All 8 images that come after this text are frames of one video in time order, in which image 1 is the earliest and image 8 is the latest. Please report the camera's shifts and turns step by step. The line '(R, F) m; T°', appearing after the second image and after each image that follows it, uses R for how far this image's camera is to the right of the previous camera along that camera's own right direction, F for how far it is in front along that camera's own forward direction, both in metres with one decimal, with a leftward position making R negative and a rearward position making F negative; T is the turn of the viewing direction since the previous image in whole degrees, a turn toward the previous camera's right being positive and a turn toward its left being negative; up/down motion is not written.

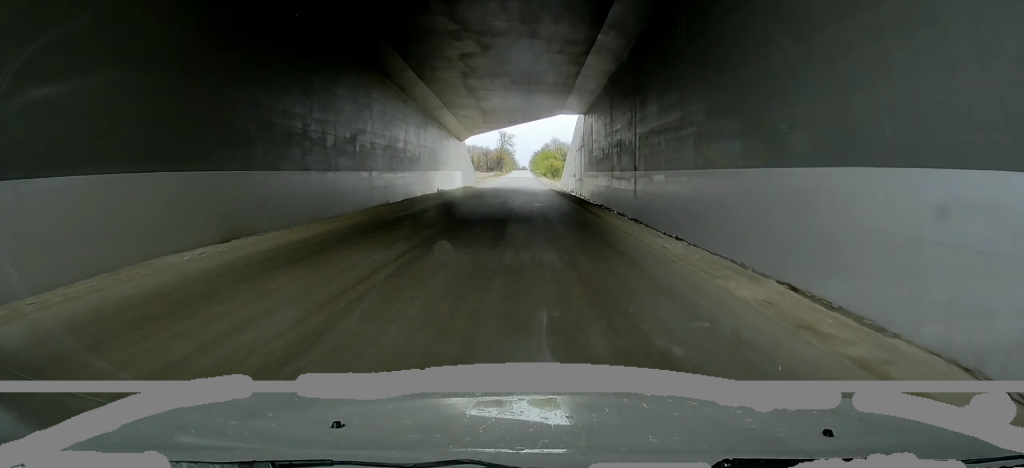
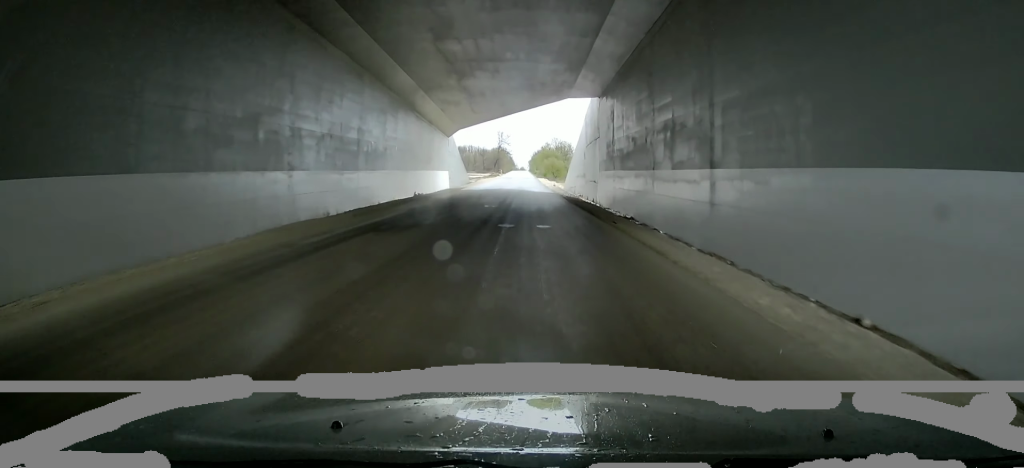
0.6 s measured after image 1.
(0.0, +11.4) m; 0°
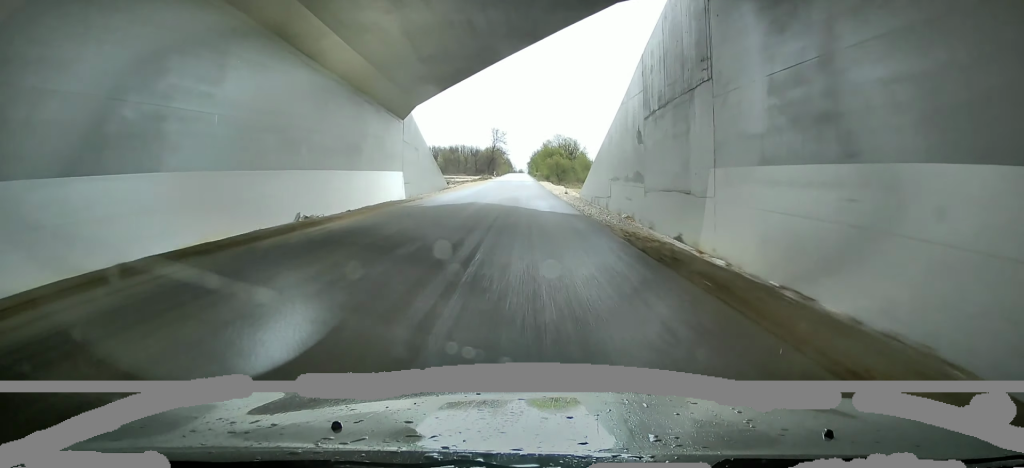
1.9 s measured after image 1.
(0.0, +24.3) m; 0°
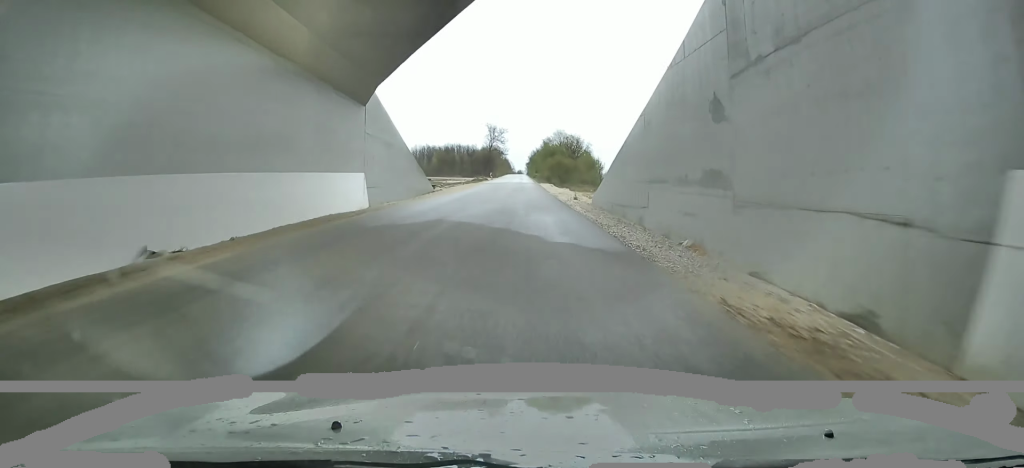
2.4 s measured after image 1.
(-0.1, +10.3) m; 0°
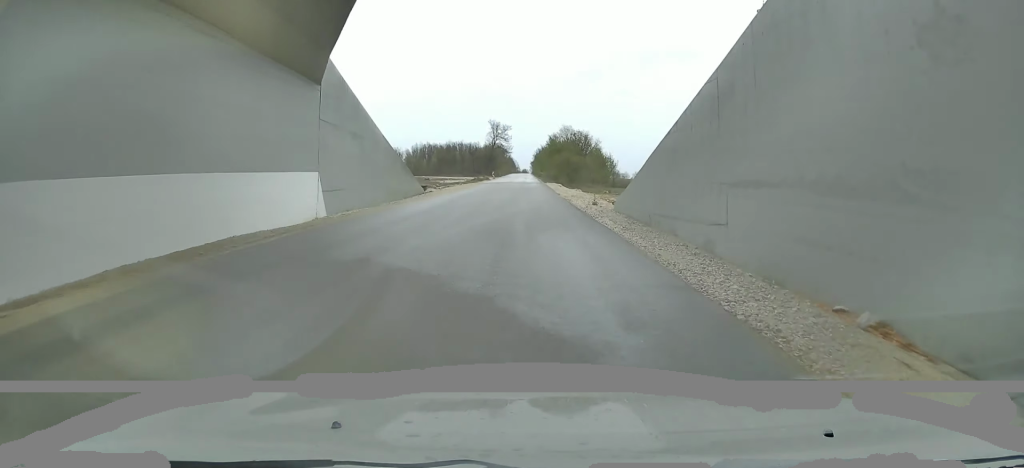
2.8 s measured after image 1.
(+0.1, +8.4) m; 0°
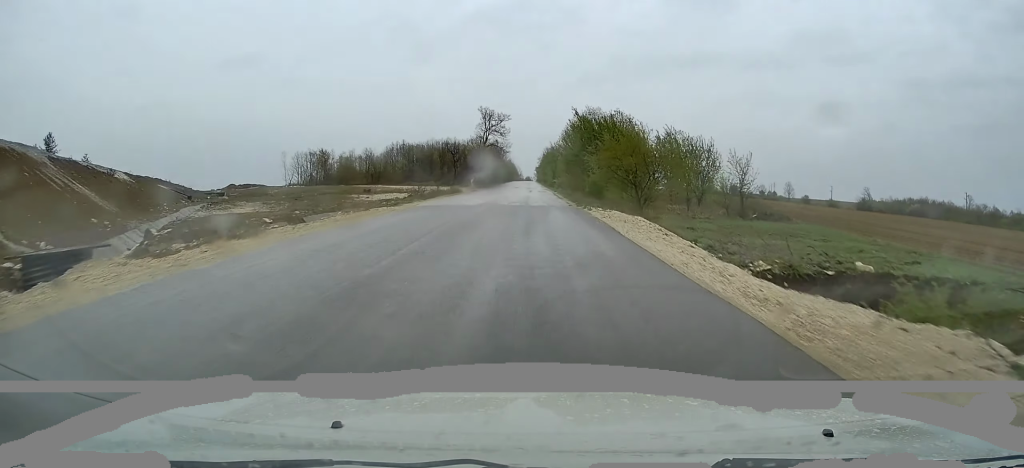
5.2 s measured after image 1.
(-0.7, +47.1) m; -3°
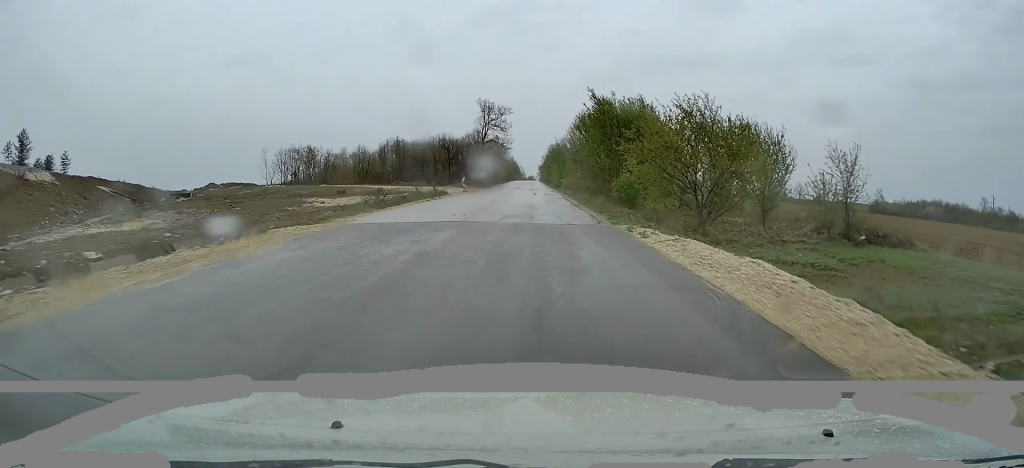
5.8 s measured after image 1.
(-0.3, +11.1) m; 0°
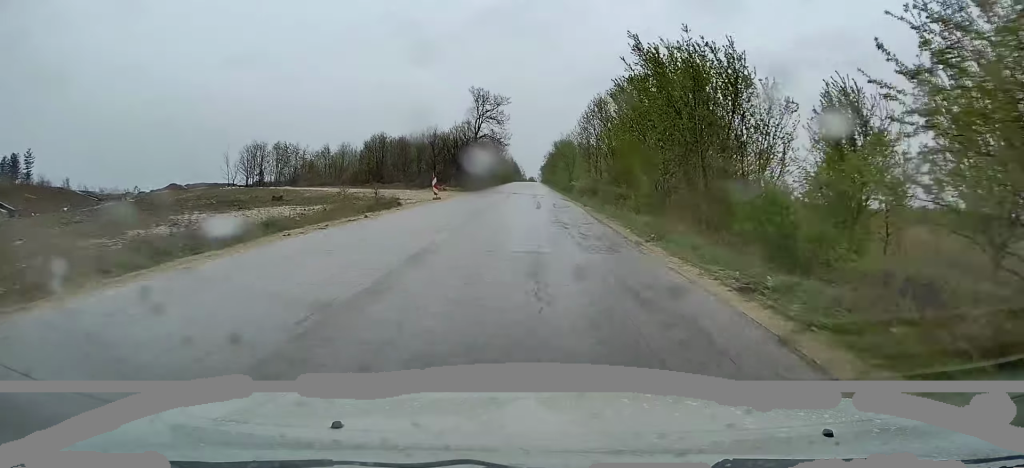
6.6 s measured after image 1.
(0.0, +16.2) m; +1°
